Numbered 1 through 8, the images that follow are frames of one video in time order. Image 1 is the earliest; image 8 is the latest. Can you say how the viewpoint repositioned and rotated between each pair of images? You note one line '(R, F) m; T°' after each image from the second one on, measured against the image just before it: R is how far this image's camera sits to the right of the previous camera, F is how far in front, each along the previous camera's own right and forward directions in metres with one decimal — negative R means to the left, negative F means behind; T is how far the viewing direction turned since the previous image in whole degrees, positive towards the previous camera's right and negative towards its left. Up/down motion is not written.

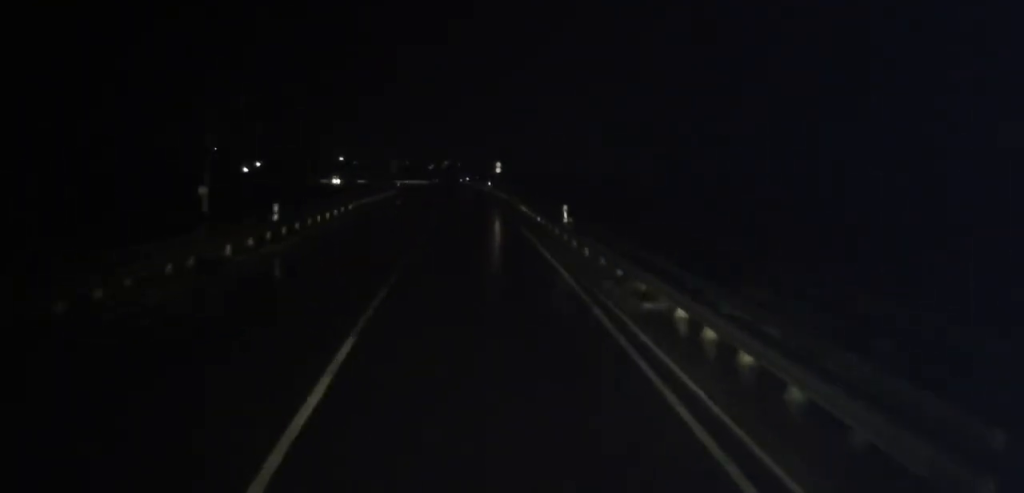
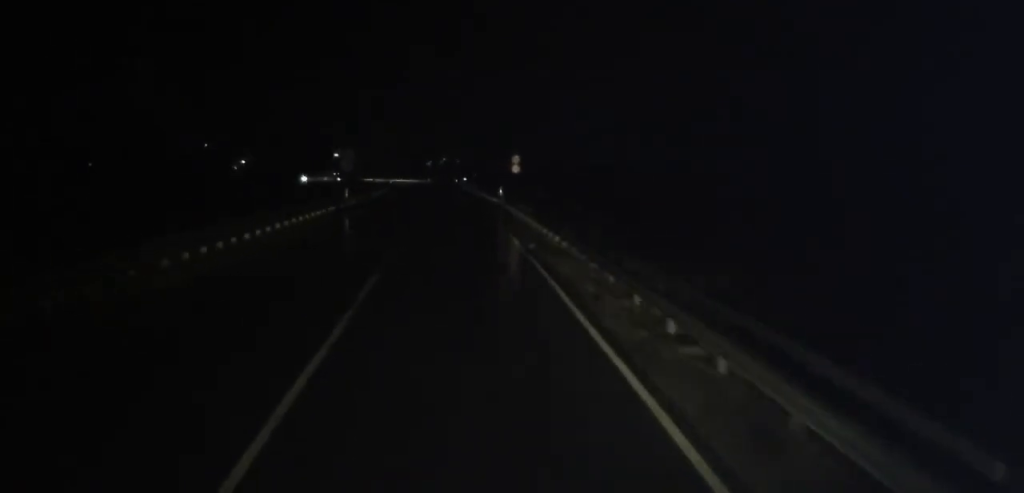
(+0.5, +30.1) m; 0°
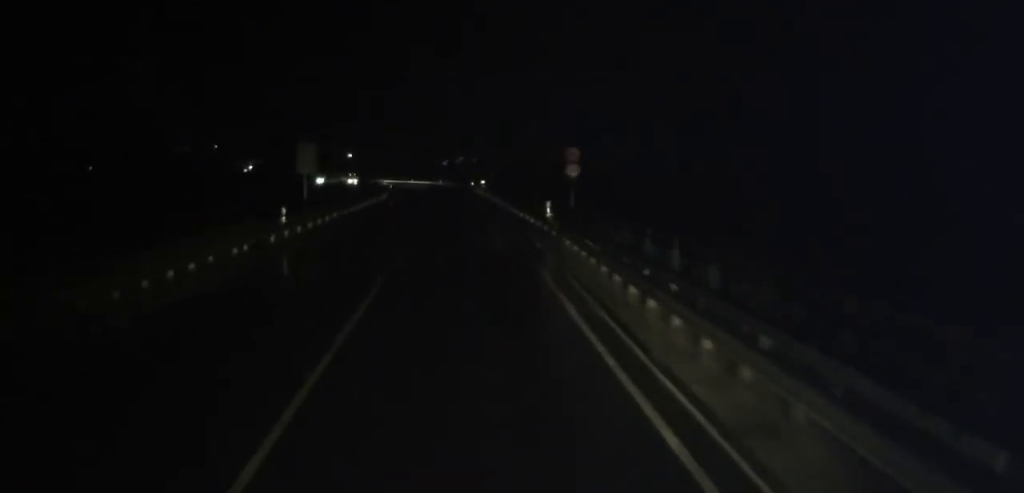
(-0.2, +18.1) m; 0°
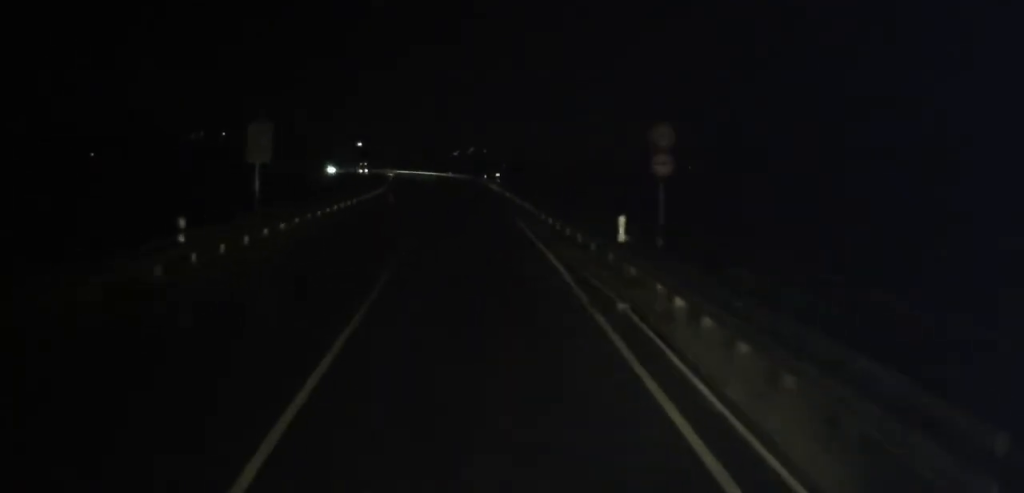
(0.0, +10.2) m; 0°
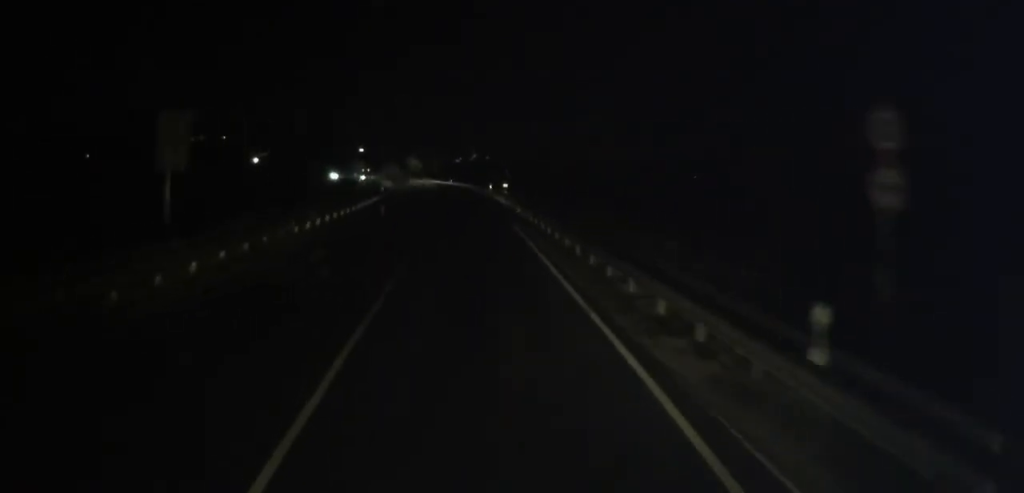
(+0.1, +8.4) m; 0°
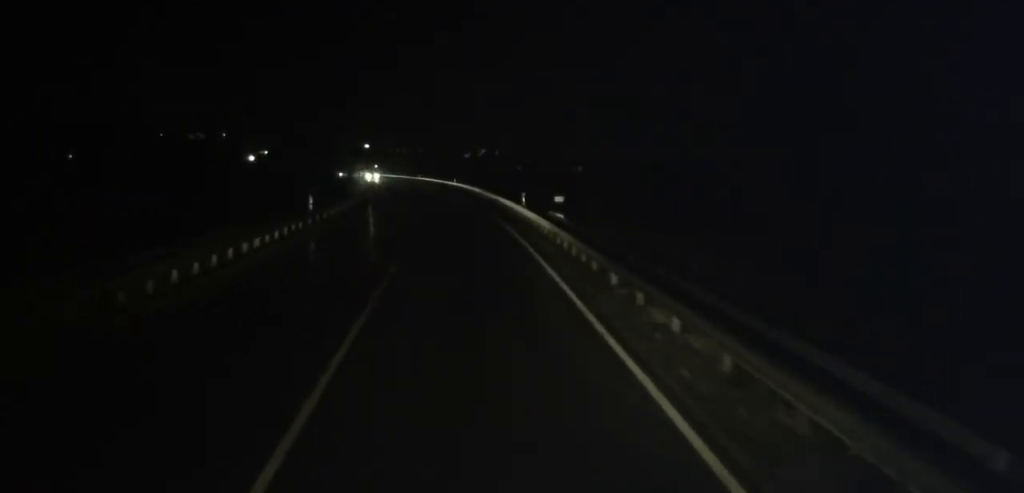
(-0.5, +28.2) m; -2°
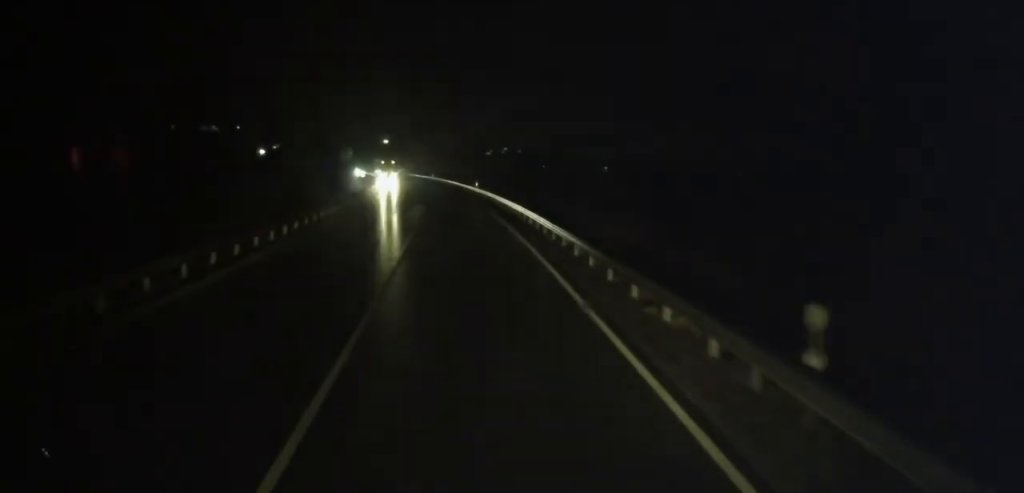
(-0.4, +23.4) m; -2°
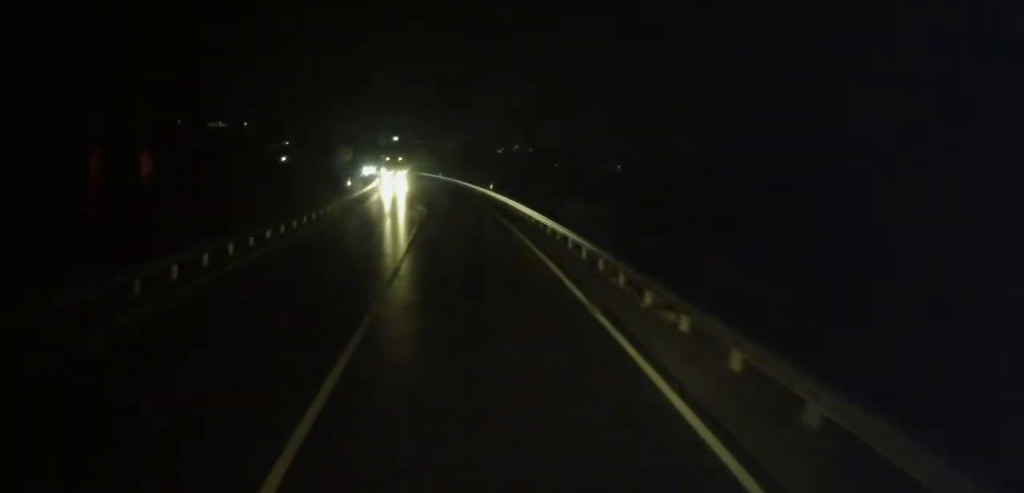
(-0.1, +10.9) m; -1°
